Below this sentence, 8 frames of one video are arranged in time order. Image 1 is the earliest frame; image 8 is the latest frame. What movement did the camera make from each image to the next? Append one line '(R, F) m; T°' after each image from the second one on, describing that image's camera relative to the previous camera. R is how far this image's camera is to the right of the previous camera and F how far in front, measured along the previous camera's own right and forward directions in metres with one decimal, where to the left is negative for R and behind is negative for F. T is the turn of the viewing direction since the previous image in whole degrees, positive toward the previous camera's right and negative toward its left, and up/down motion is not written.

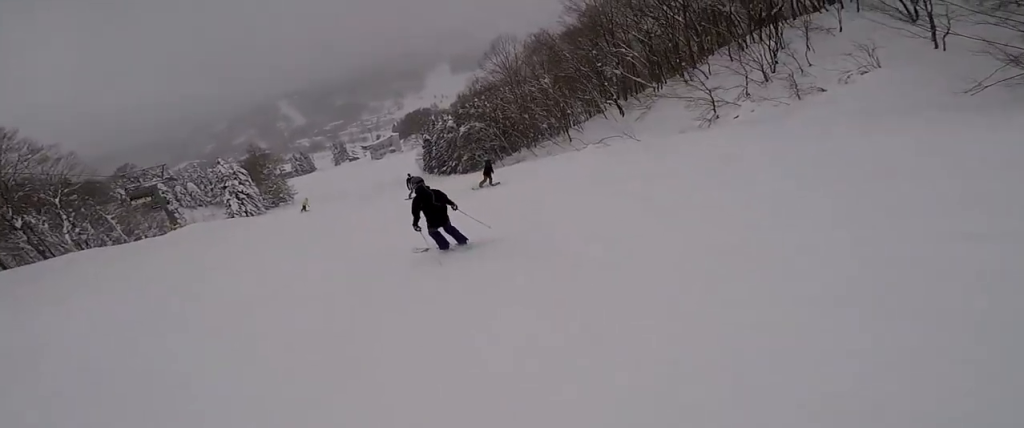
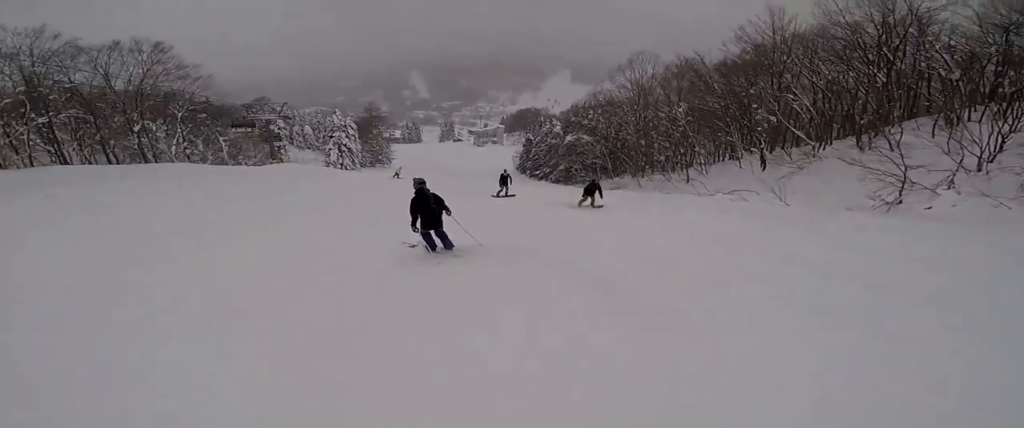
(+0.7, +3.1) m; 0°
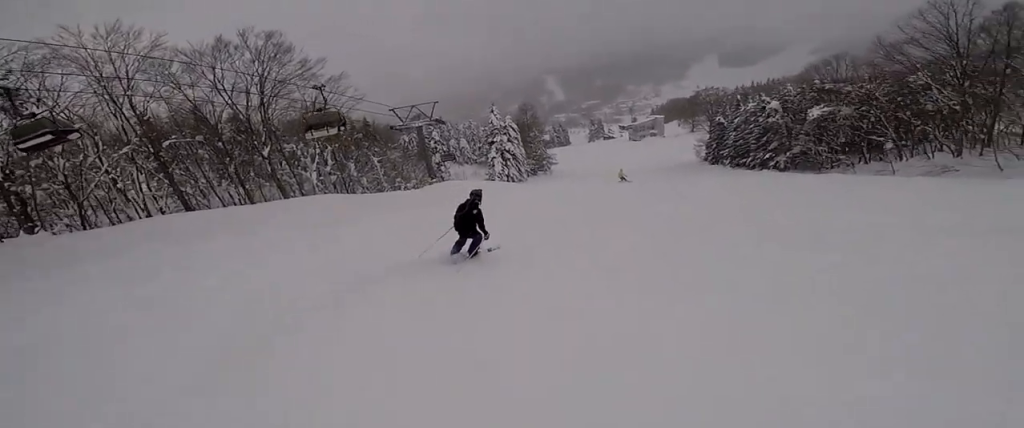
(-2.1, +14.5) m; -13°
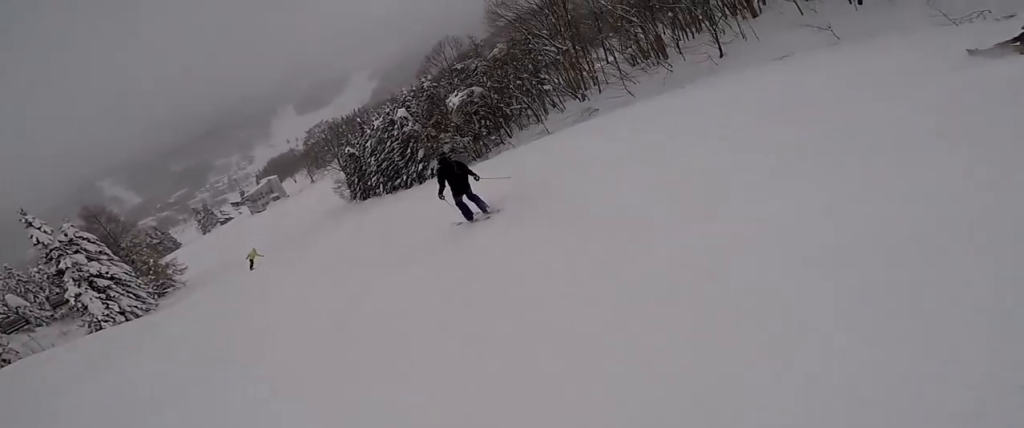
(0.0, +10.1) m; +15°
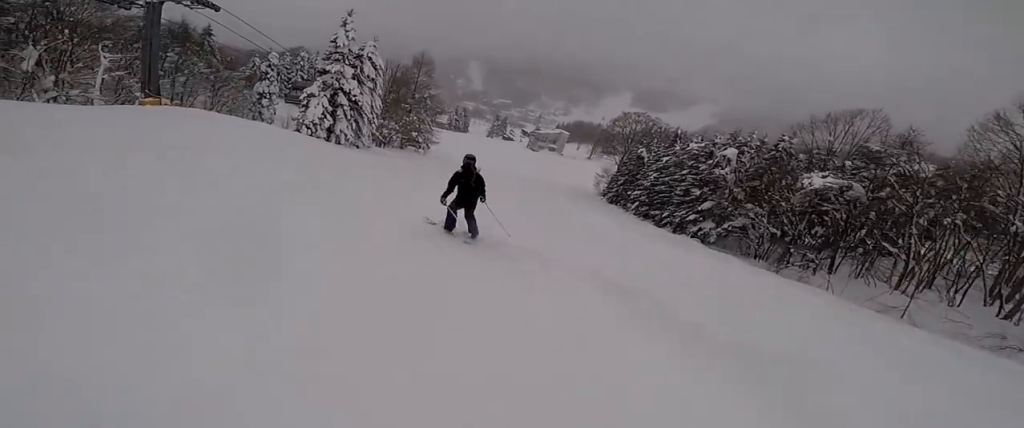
(+2.8, +9.1) m; +17°
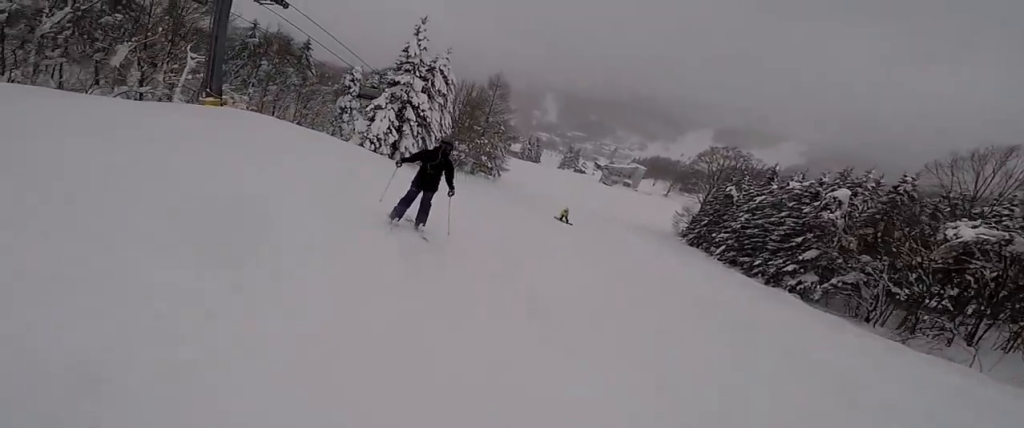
(+0.5, +3.7) m; -7°
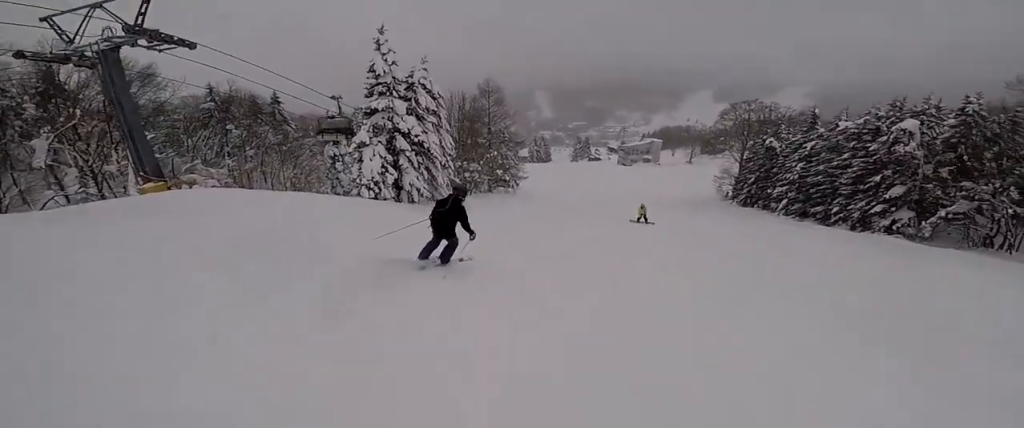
(-0.4, +4.5) m; -10°
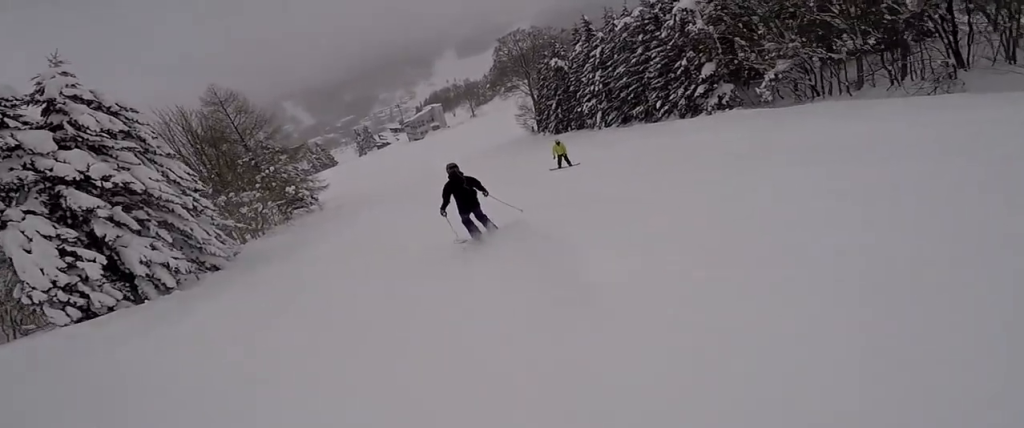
(-2.0, +8.9) m; -9°
